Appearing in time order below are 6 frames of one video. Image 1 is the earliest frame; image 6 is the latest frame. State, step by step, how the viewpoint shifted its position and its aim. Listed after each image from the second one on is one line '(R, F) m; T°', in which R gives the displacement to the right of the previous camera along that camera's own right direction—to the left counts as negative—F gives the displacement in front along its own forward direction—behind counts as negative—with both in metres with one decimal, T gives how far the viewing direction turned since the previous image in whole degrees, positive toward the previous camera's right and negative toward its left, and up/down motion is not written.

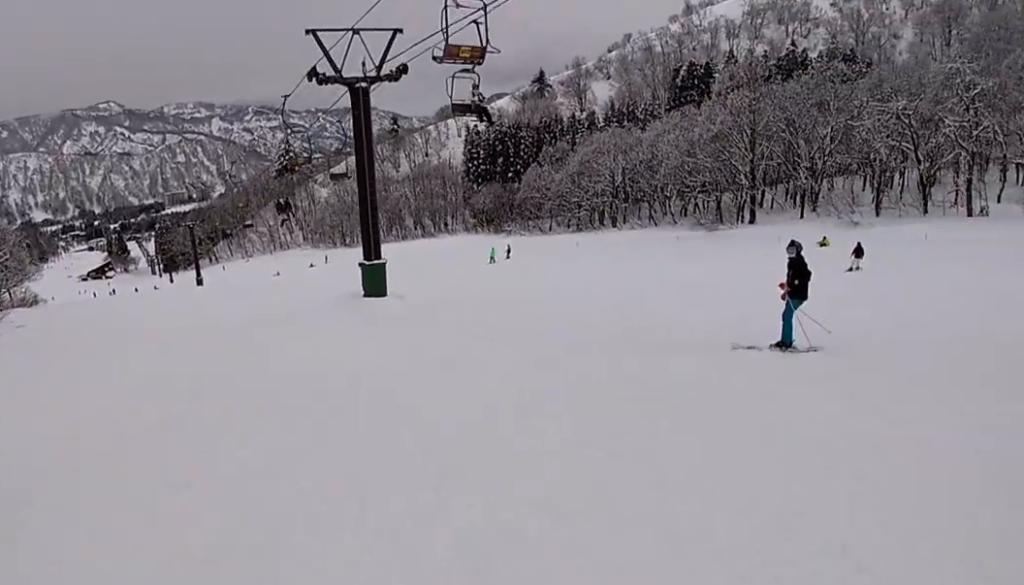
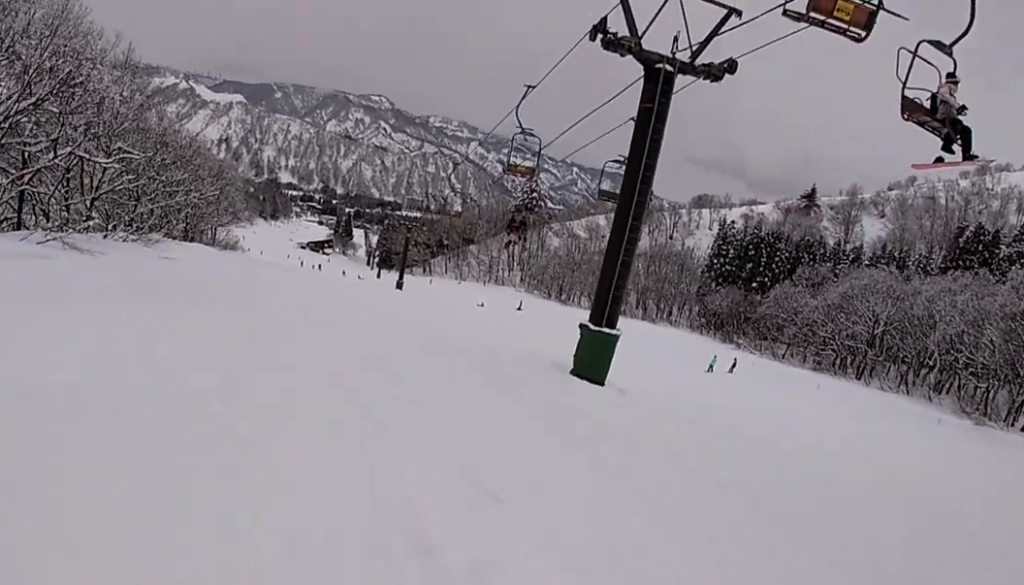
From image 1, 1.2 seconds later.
(-1.4, +7.0) m; -17°
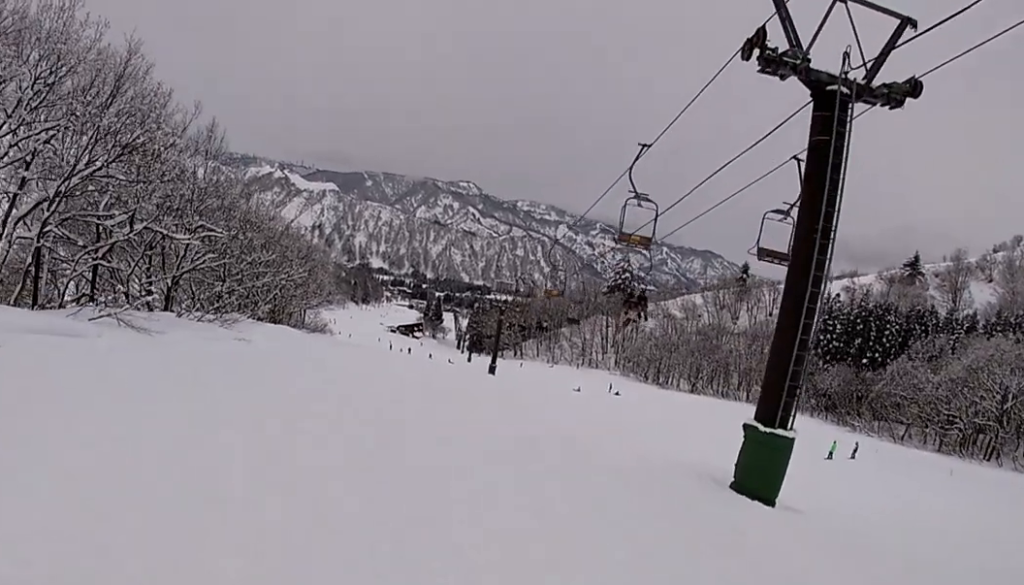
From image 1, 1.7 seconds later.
(-0.2, +3.5) m; +1°
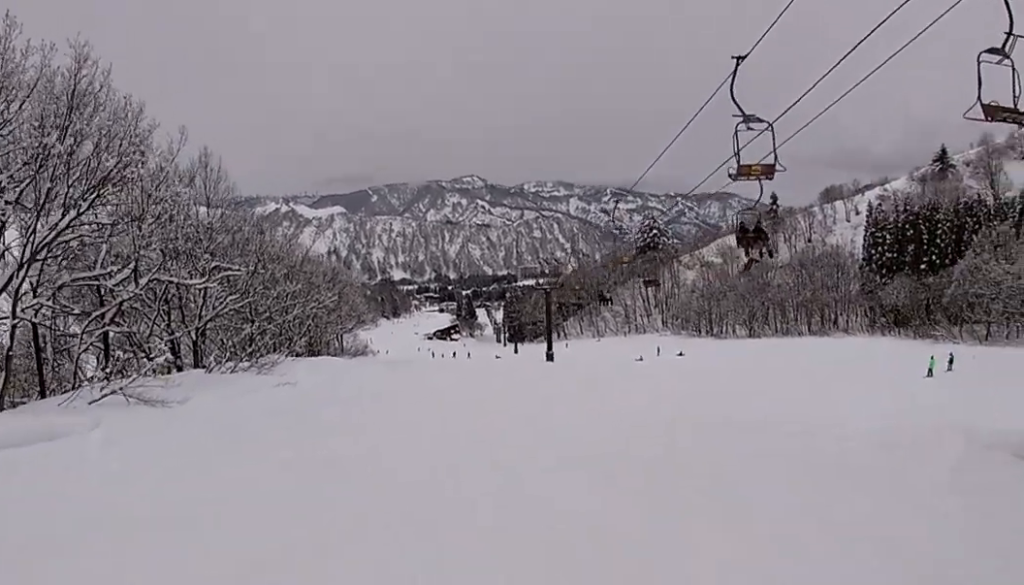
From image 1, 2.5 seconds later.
(0.0, +5.0) m; +12°
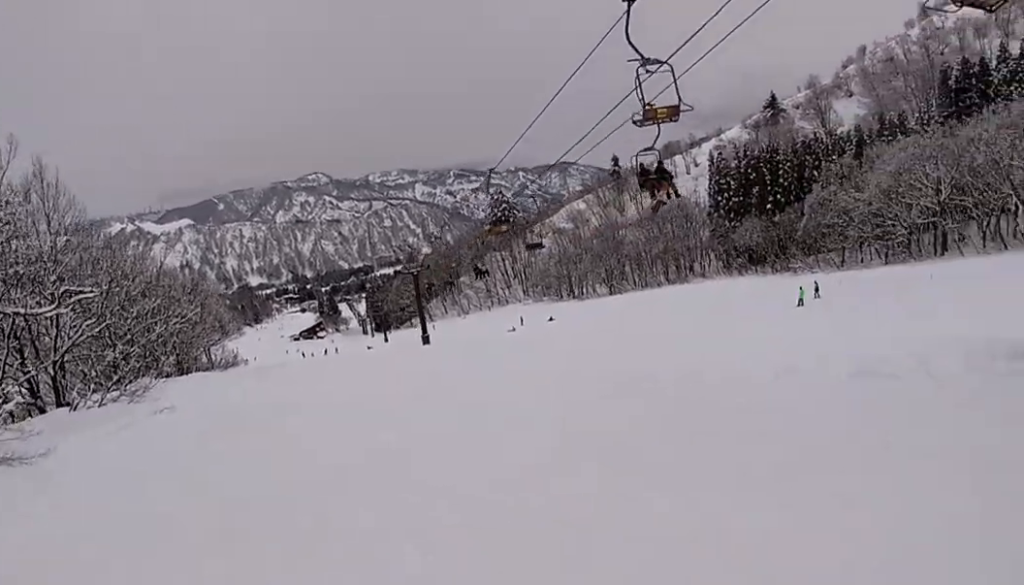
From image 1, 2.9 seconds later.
(+0.6, +2.5) m; +4°
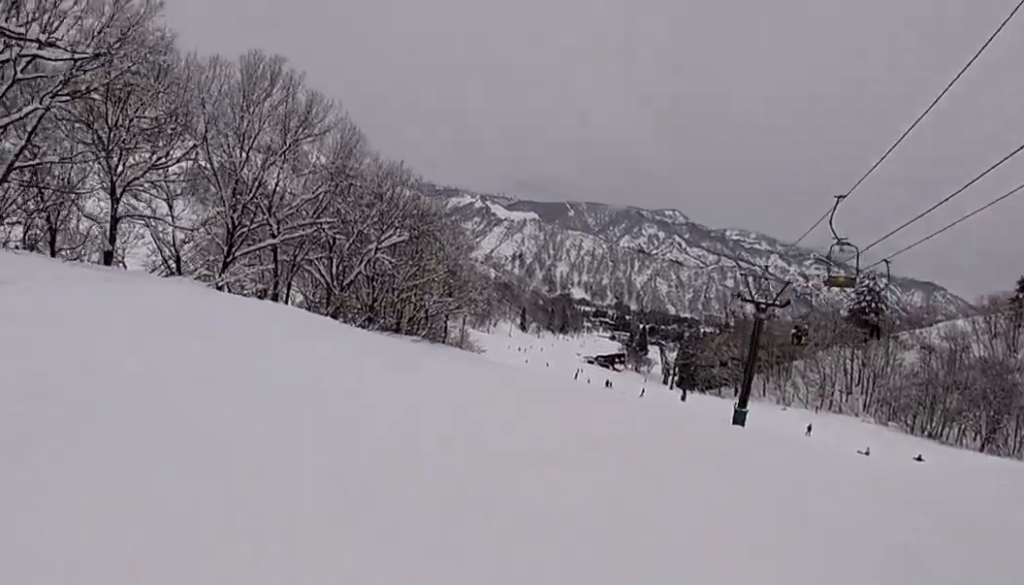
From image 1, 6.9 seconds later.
(-1.3, +23.7) m; -21°
